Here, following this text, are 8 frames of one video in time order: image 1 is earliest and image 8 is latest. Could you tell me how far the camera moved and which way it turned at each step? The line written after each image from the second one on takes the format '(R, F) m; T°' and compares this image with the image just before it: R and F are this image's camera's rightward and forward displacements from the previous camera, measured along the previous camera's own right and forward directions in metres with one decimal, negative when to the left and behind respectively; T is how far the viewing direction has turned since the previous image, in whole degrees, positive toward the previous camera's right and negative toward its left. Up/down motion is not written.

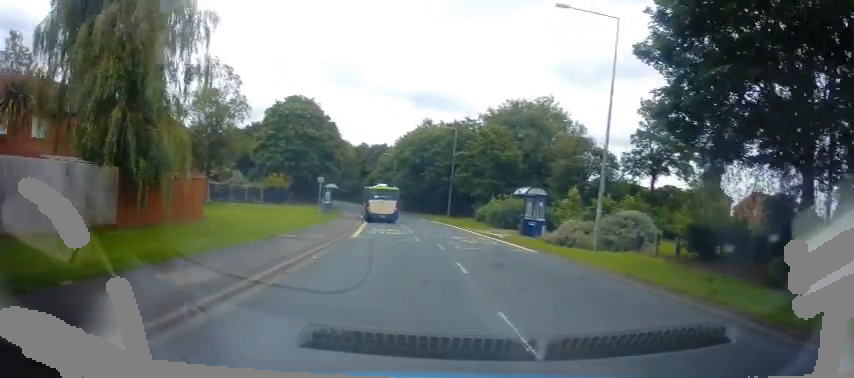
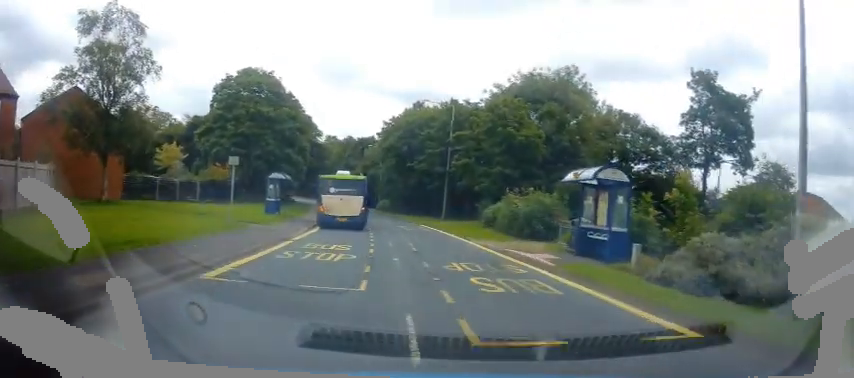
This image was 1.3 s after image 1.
(+2.8, +12.6) m; +6°
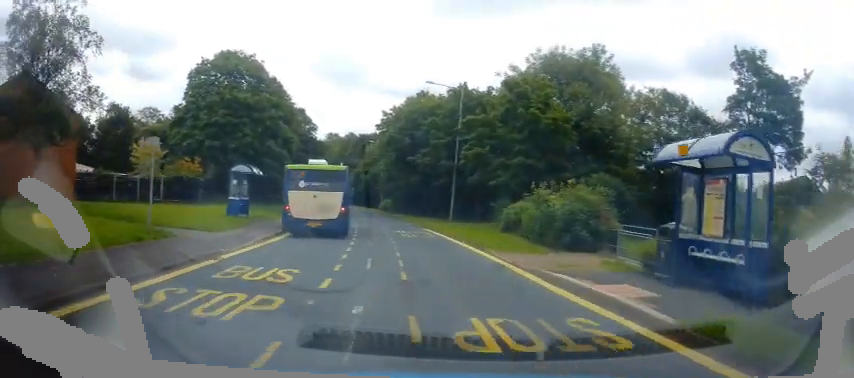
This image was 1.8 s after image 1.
(-0.3, +6.0) m; -6°
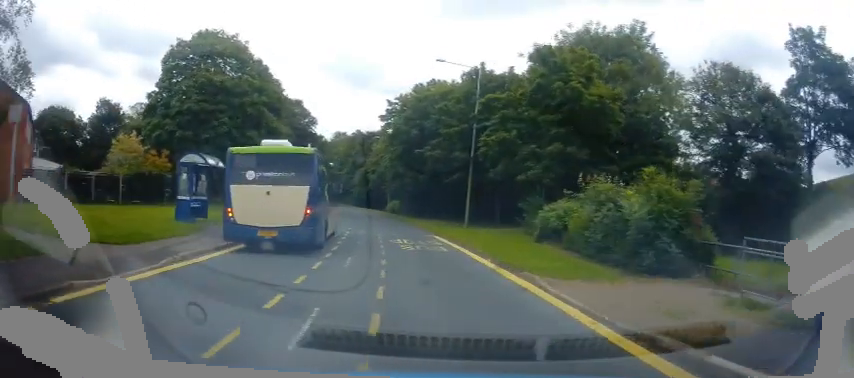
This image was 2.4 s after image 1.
(-0.4, +6.0) m; -5°
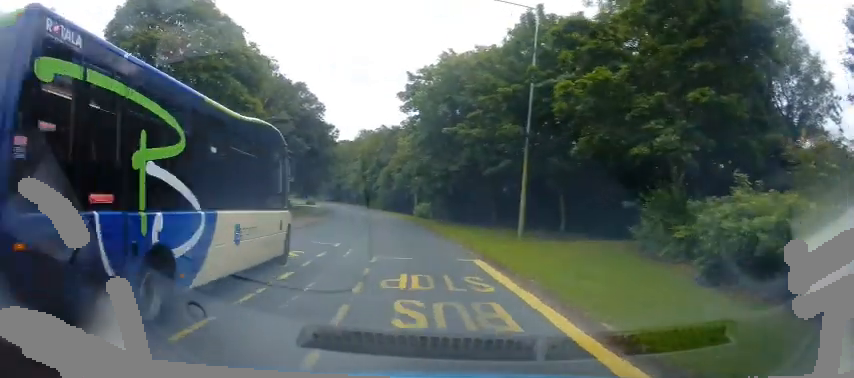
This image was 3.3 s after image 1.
(-0.6, +9.4) m; -7°
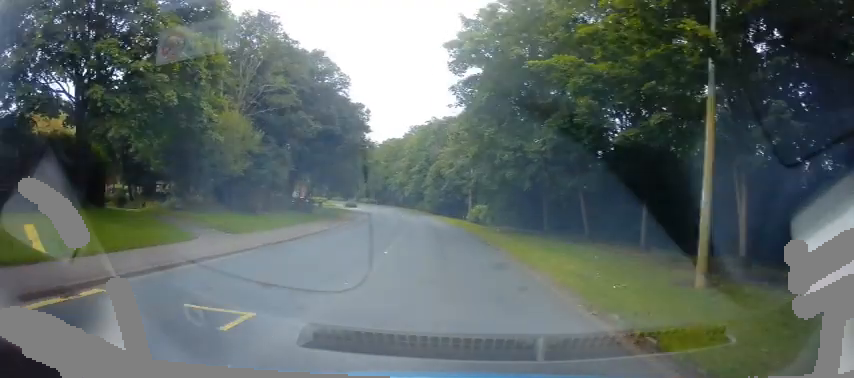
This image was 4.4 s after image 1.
(-0.7, +10.6) m; -6°
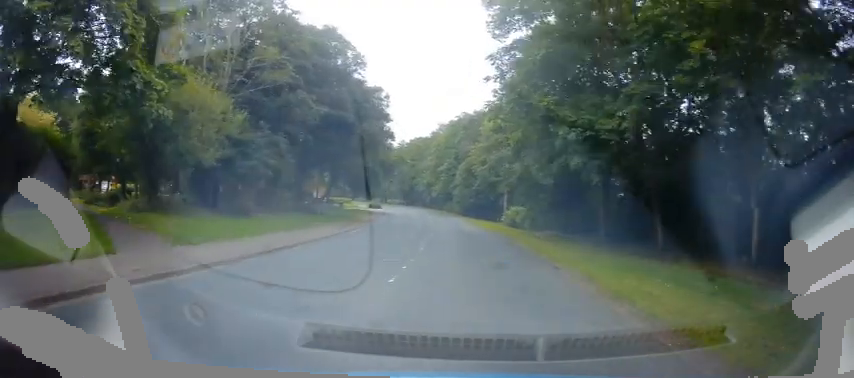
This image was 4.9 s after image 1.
(-0.1, +5.1) m; -2°
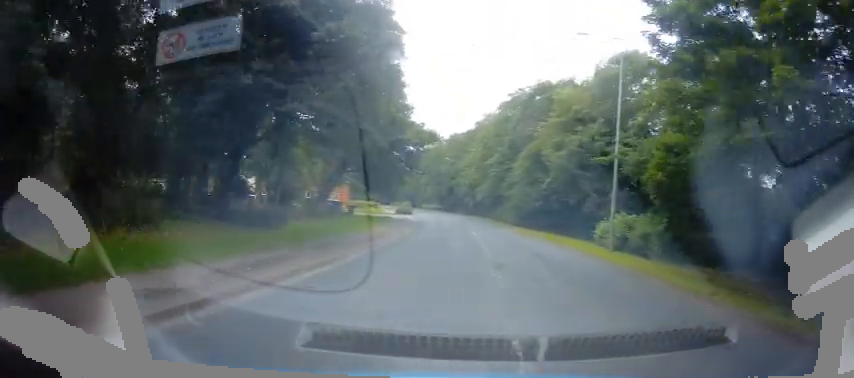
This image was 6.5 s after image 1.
(-0.1, +18.4) m; -1°
